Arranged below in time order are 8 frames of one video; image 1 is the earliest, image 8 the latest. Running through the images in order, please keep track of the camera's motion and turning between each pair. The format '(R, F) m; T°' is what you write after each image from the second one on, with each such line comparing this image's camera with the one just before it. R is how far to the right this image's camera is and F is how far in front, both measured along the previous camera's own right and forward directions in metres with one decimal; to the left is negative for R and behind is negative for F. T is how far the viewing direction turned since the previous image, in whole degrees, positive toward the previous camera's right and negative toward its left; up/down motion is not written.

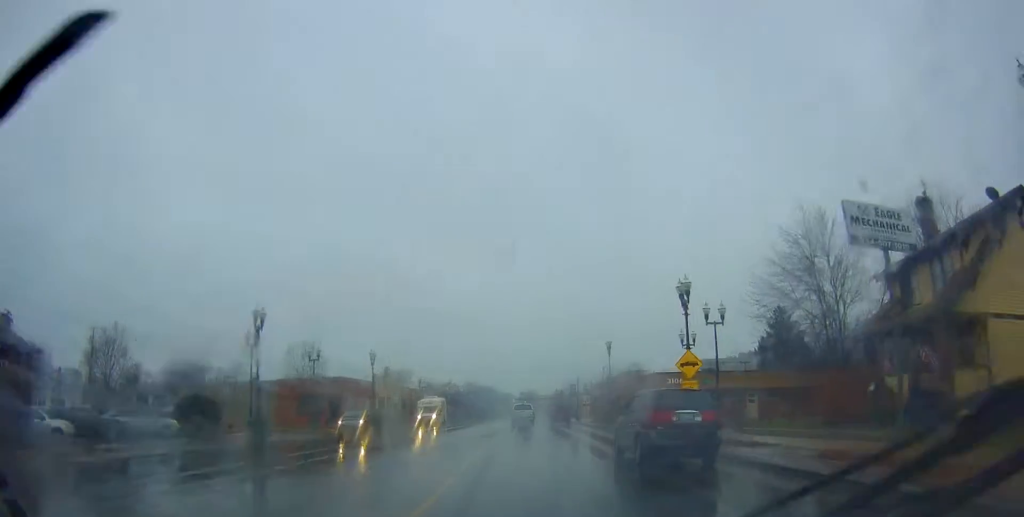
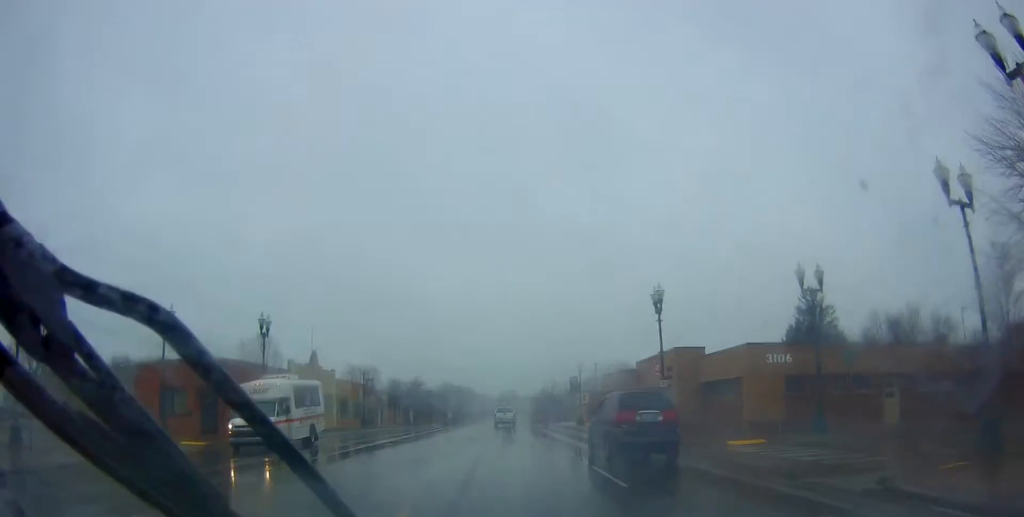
(+0.6, +21.6) m; +1°
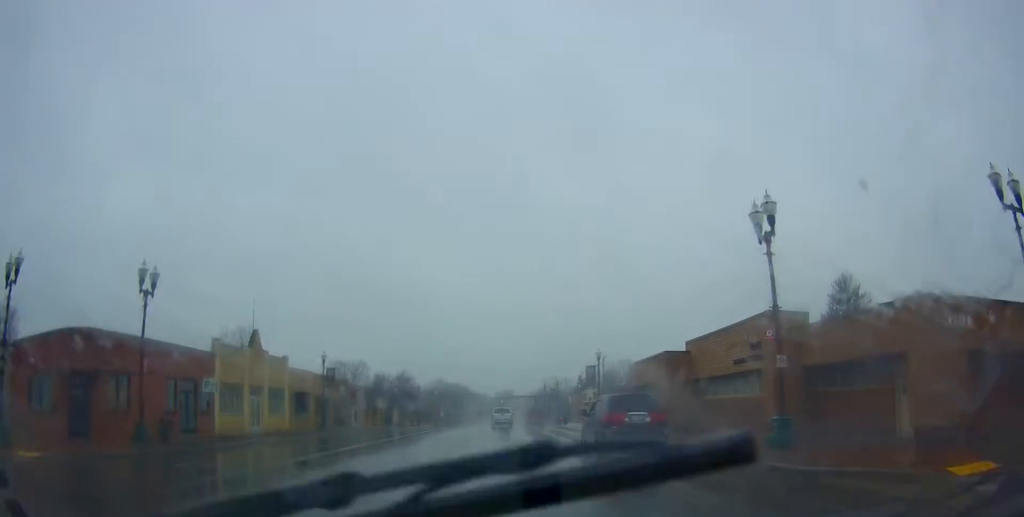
(-0.1, +12.3) m; -1°
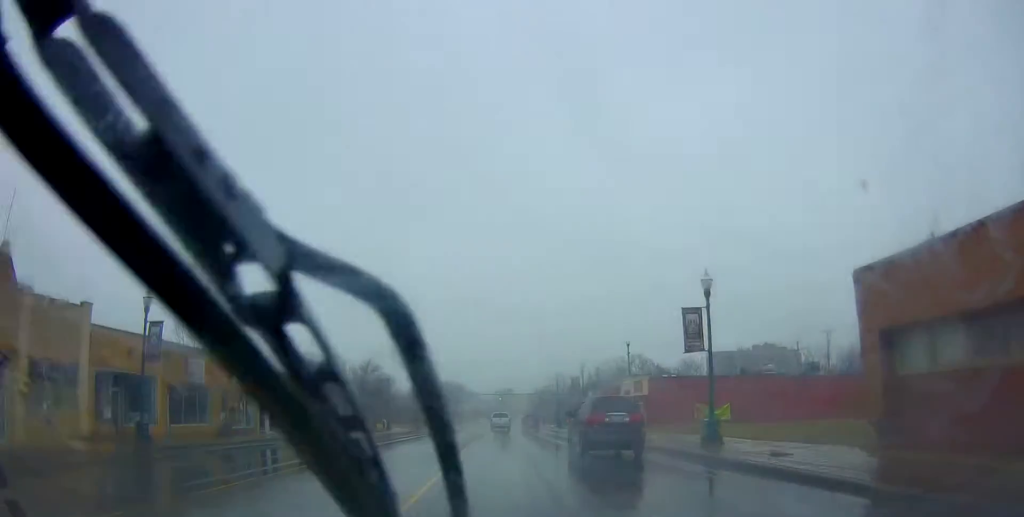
(-0.1, +24.1) m; +1°
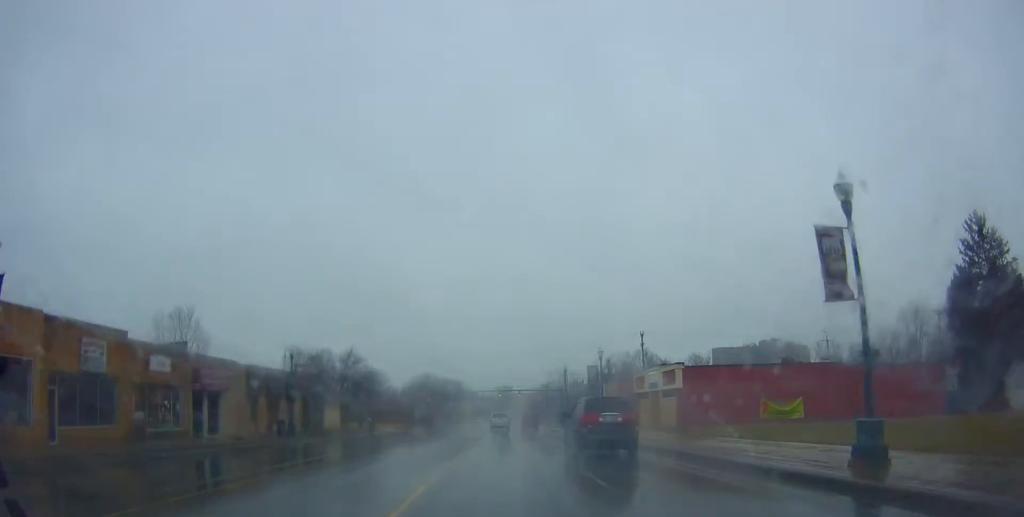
(+0.1, +9.3) m; 0°
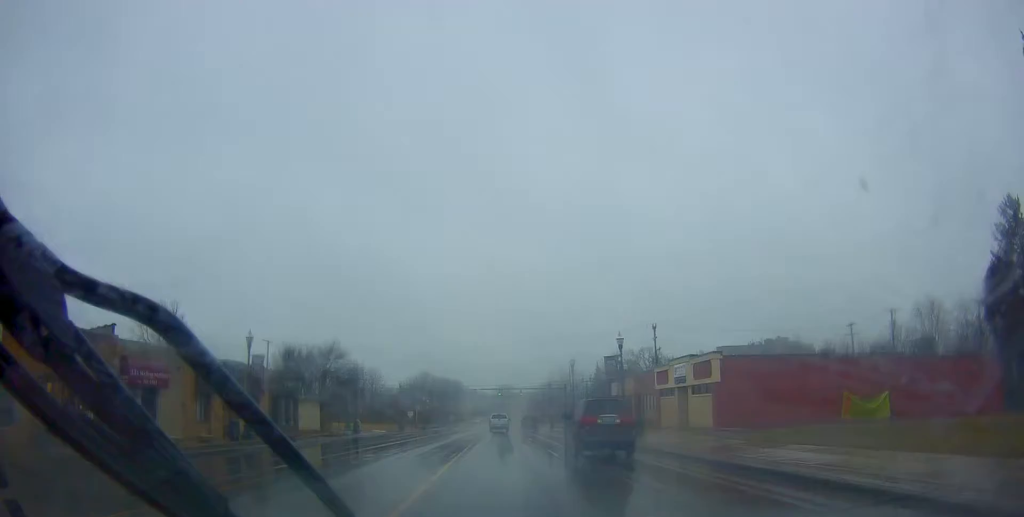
(+0.1, +6.9) m; -1°
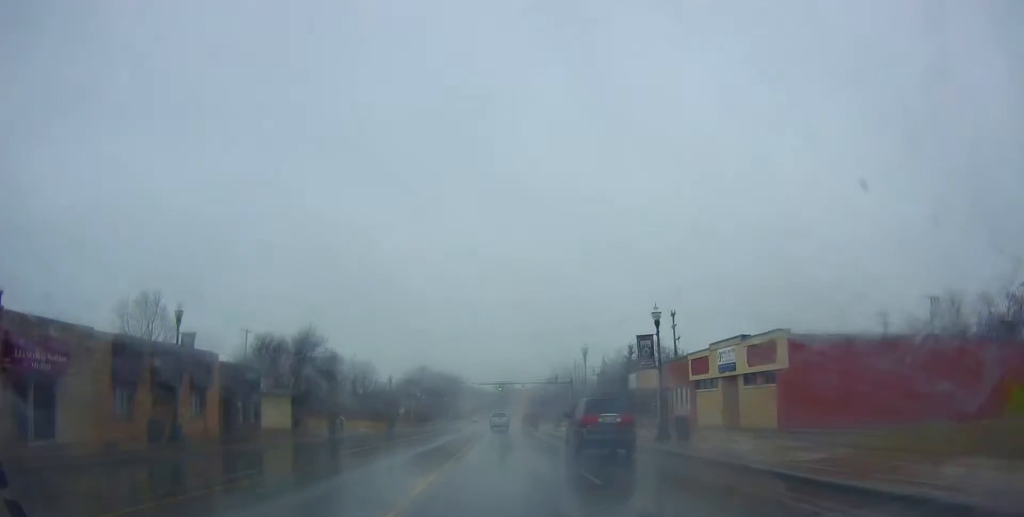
(0.0, +7.9) m; -1°
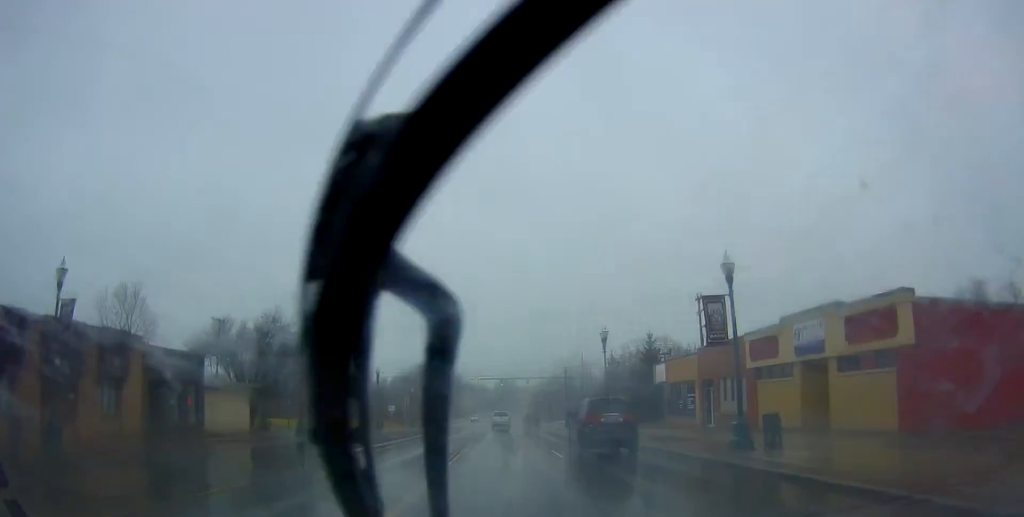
(-0.4, +8.5) m; 0°
